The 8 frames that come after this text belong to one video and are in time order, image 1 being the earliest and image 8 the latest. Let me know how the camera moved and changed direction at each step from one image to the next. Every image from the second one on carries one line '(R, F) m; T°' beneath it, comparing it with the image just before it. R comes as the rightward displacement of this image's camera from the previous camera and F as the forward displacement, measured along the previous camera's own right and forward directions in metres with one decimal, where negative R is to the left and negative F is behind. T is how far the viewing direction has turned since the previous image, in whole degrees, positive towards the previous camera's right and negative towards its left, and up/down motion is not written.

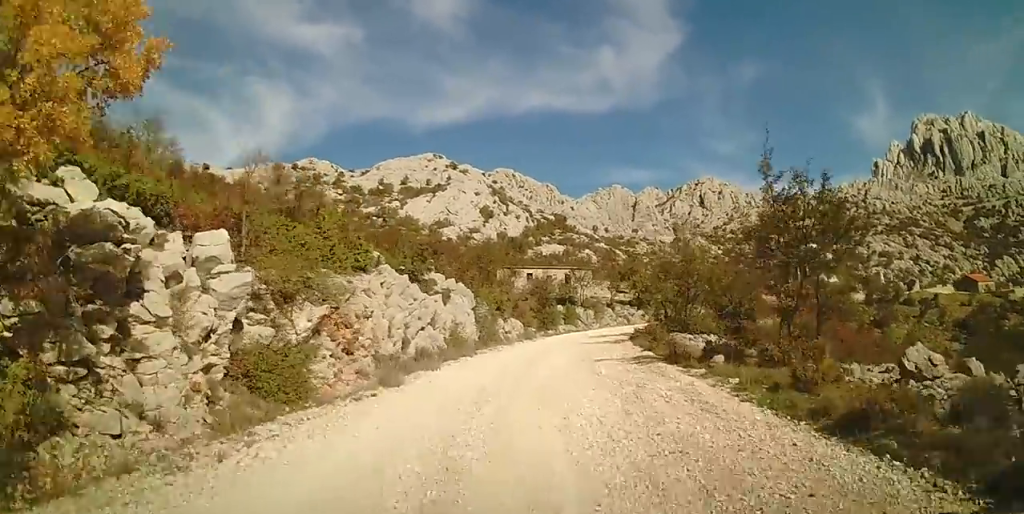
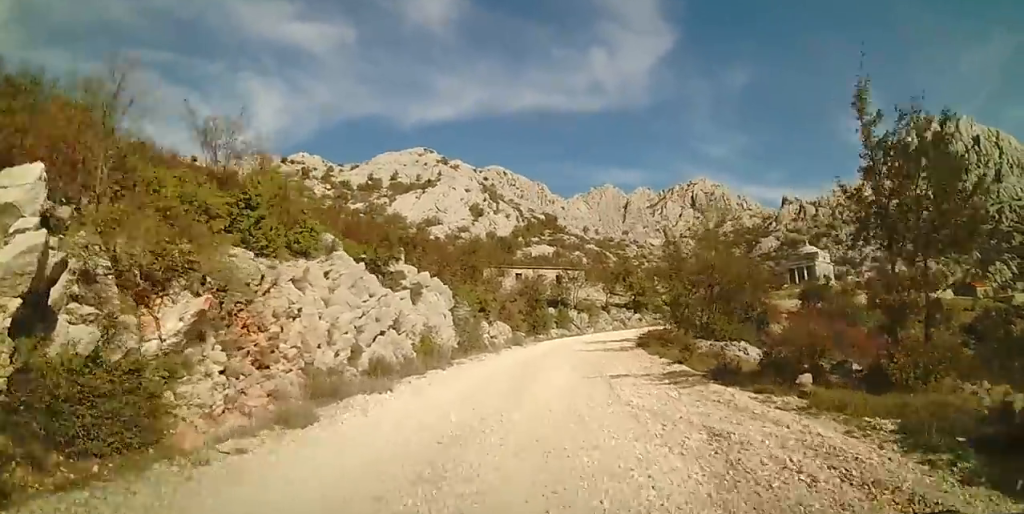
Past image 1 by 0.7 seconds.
(+0.2, +4.1) m; +2°
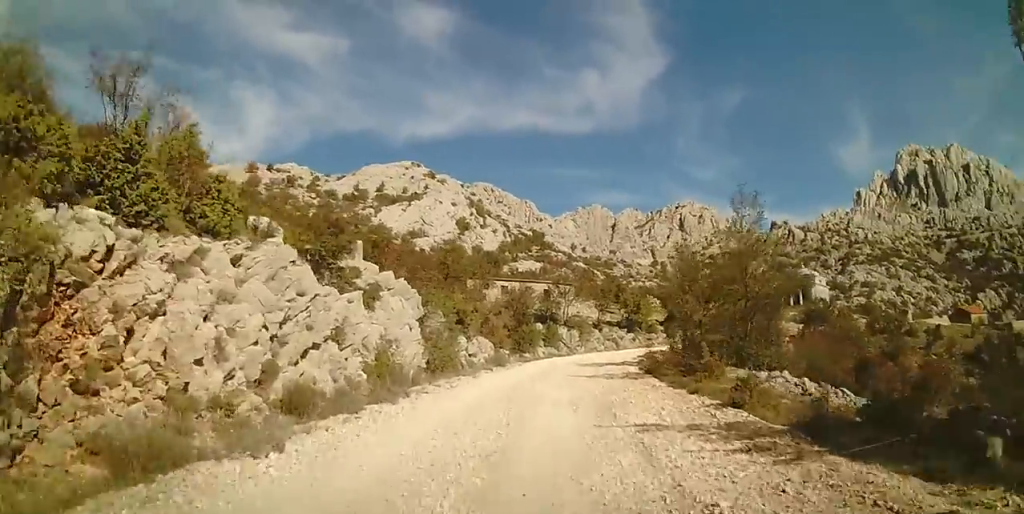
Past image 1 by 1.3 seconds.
(0.0, +4.0) m; +5°
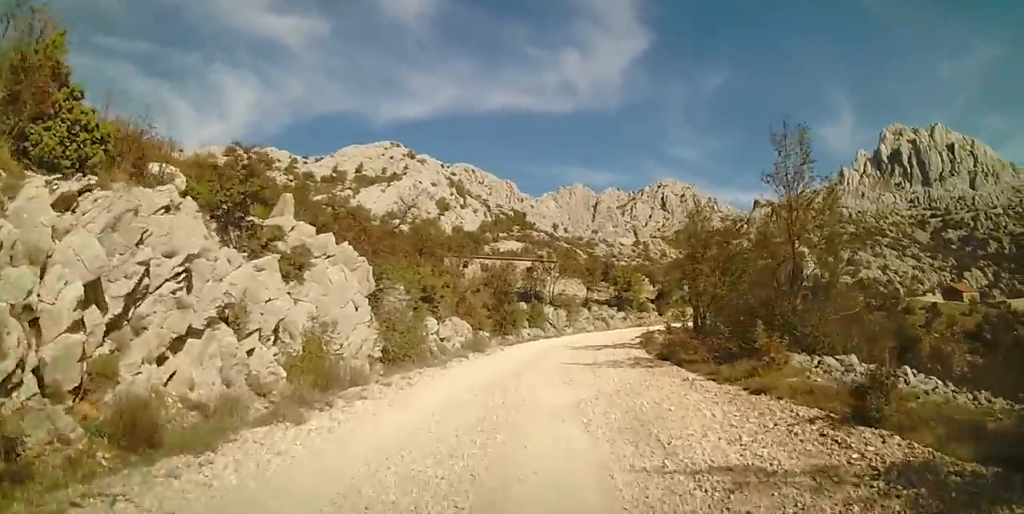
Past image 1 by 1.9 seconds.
(0.0, +3.7) m; +4°
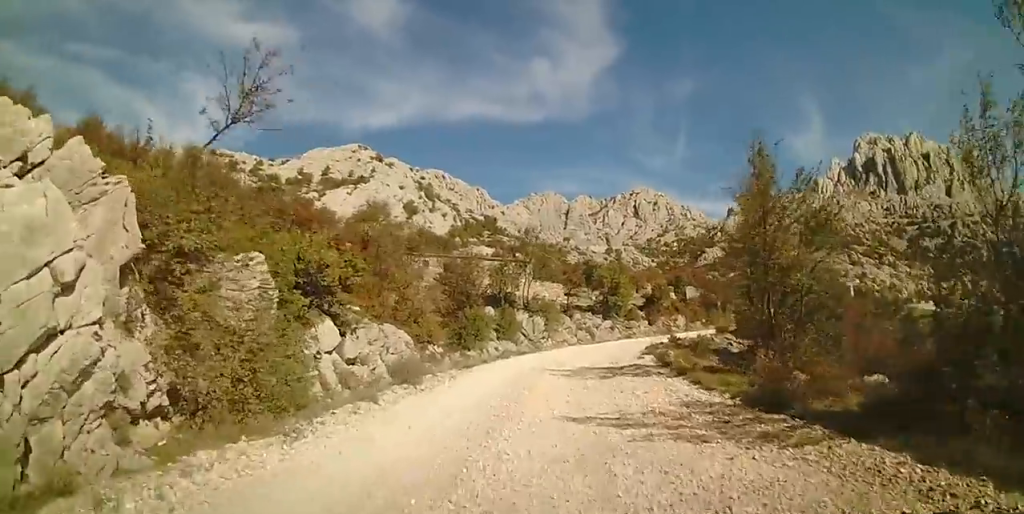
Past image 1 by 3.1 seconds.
(+0.5, +7.7) m; +2°
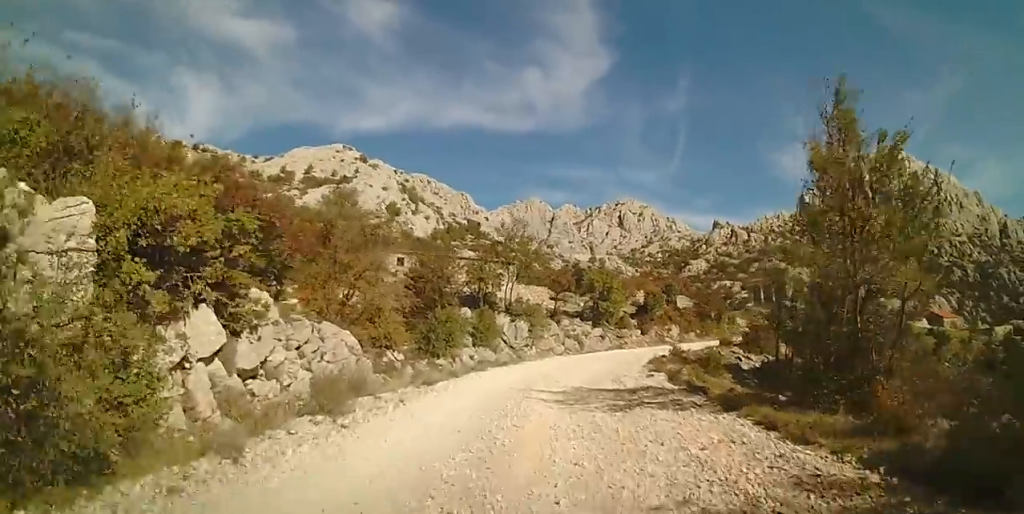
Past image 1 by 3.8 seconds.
(-0.2, +4.0) m; -1°
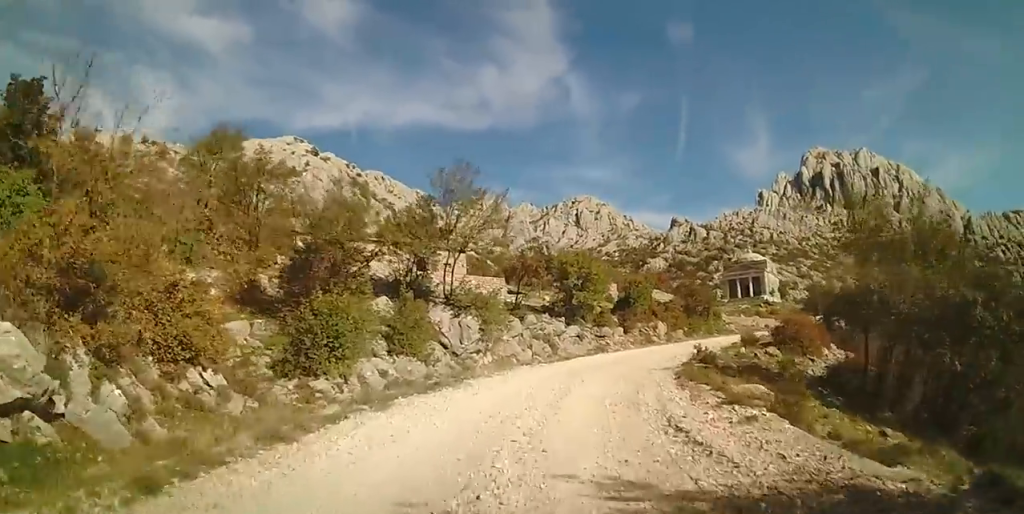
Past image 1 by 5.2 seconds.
(+0.5, +8.8) m; +6°
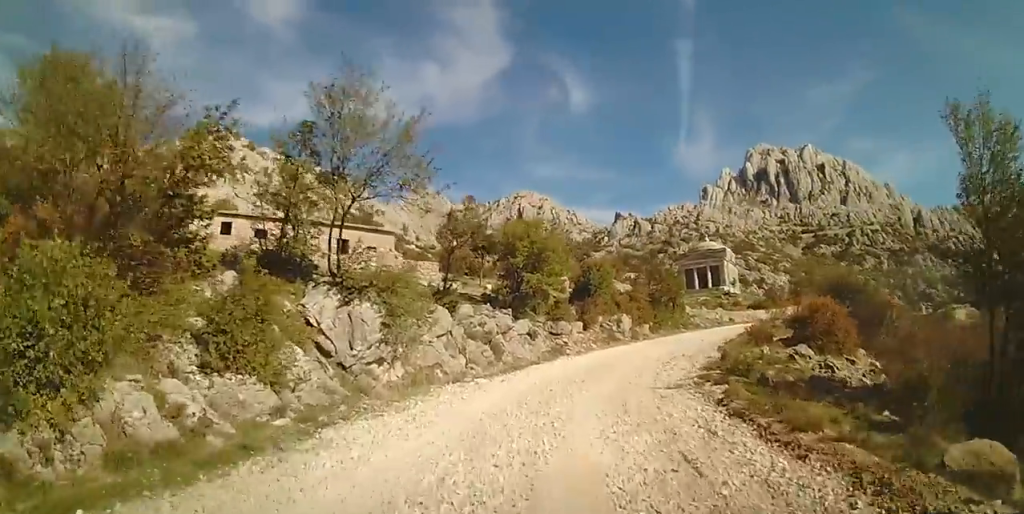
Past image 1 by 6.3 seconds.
(+0.3, +6.6) m; +7°
